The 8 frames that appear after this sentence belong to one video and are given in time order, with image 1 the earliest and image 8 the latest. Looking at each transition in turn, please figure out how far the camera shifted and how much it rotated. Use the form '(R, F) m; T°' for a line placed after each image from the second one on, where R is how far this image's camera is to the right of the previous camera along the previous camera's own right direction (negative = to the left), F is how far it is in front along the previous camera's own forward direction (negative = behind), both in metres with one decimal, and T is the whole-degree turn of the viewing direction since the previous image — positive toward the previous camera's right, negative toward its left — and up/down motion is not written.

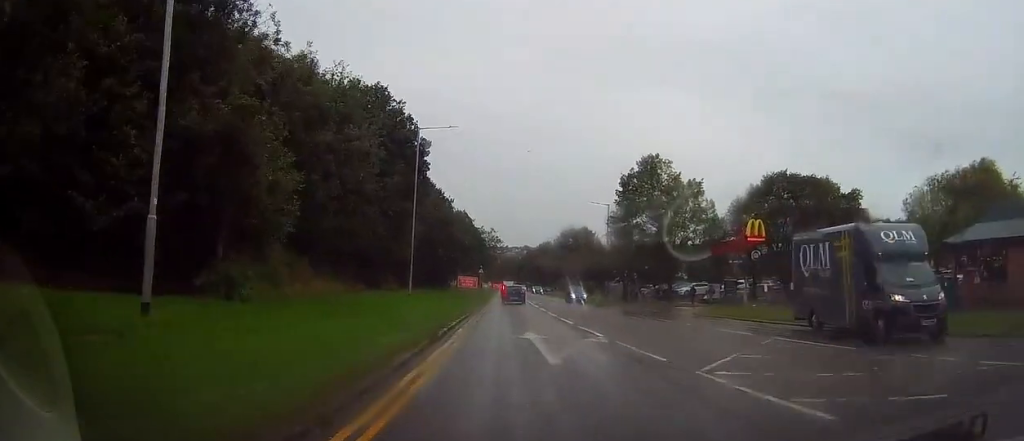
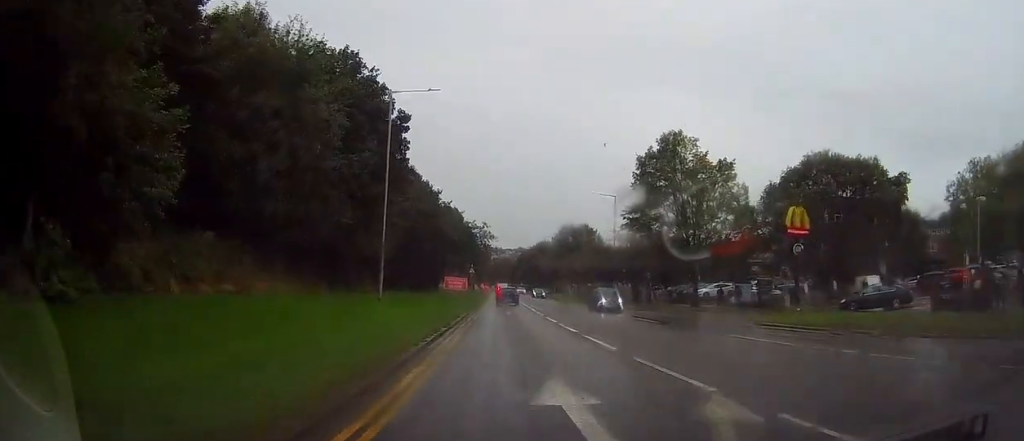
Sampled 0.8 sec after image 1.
(+0.1, +9.8) m; +1°
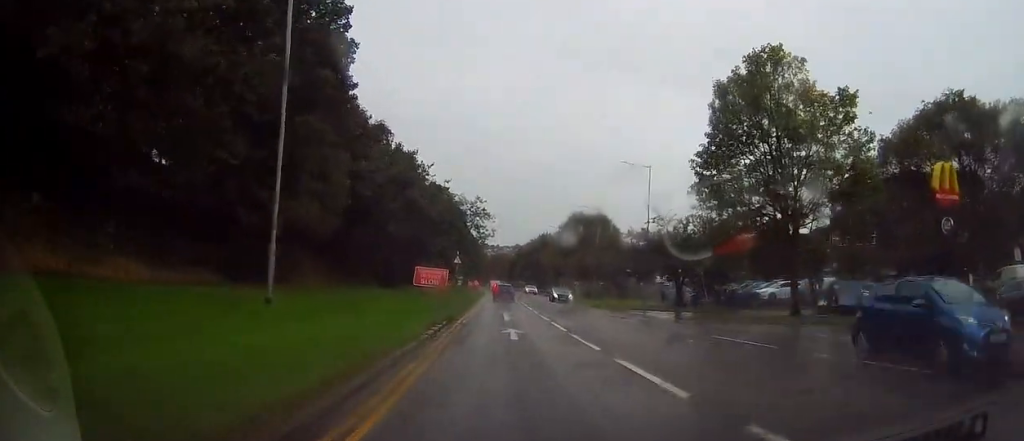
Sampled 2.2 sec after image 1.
(+0.4, +18.4) m; -1°
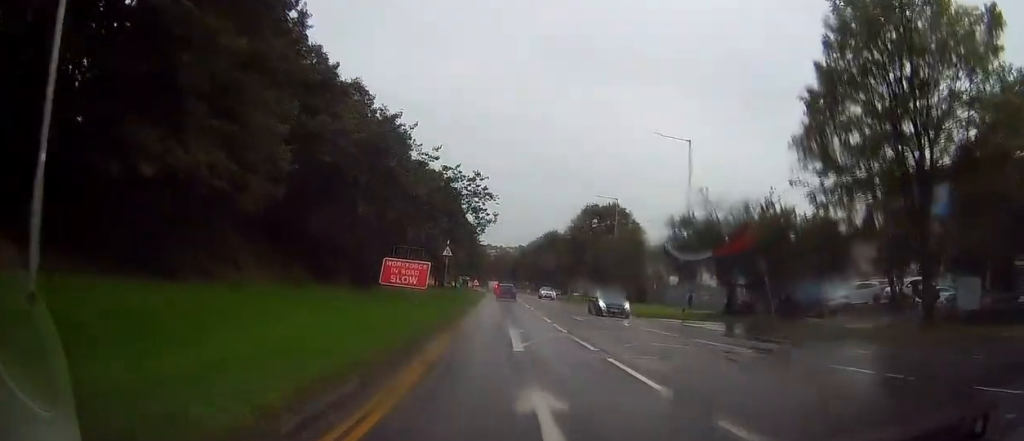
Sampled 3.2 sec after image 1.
(-0.4, +11.5) m; 0°
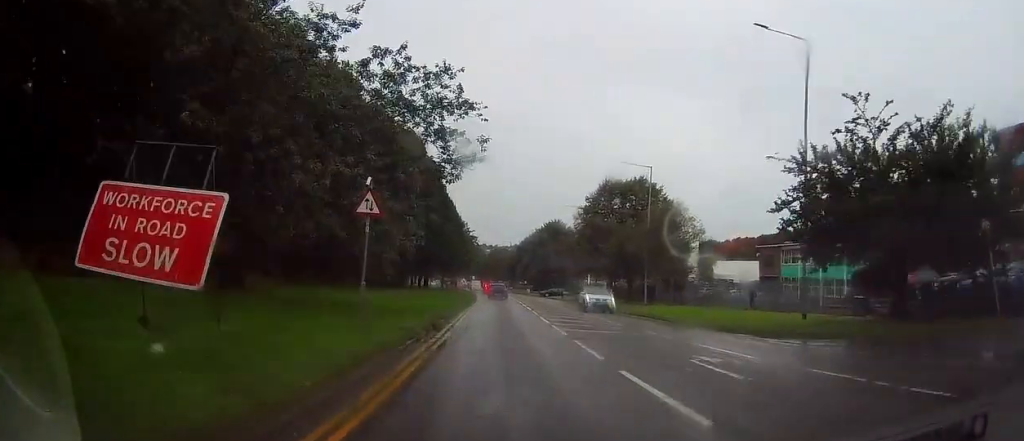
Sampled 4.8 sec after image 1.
(+0.7, +19.9) m; +3°
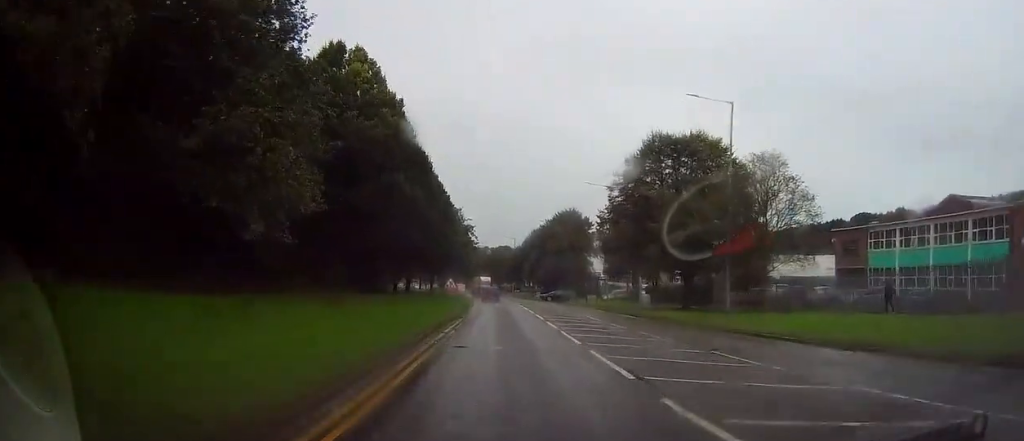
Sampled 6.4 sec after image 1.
(-0.1, +20.6) m; -2°
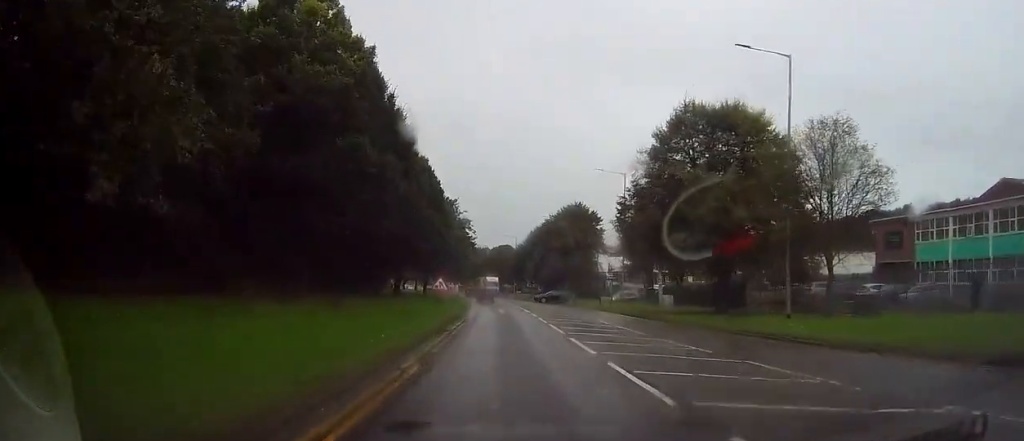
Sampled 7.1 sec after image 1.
(-0.4, +8.2) m; 0°
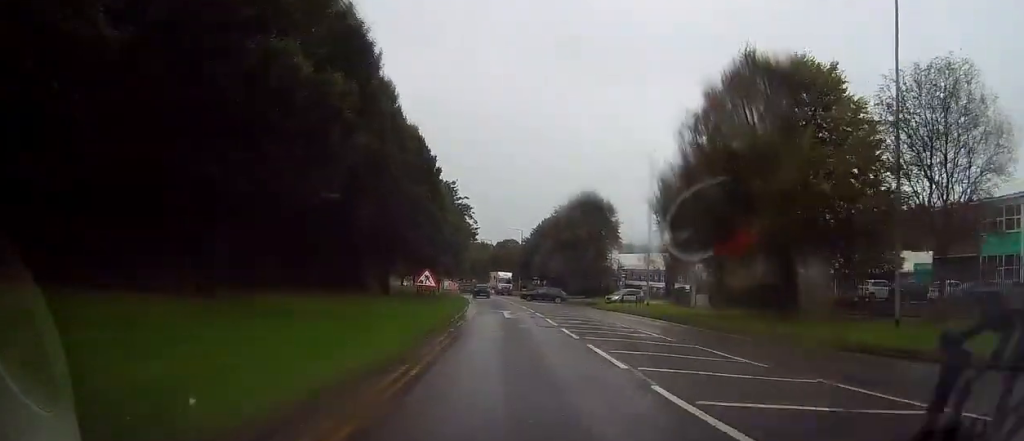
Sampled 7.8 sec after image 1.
(+0.1, +9.0) m; +1°
